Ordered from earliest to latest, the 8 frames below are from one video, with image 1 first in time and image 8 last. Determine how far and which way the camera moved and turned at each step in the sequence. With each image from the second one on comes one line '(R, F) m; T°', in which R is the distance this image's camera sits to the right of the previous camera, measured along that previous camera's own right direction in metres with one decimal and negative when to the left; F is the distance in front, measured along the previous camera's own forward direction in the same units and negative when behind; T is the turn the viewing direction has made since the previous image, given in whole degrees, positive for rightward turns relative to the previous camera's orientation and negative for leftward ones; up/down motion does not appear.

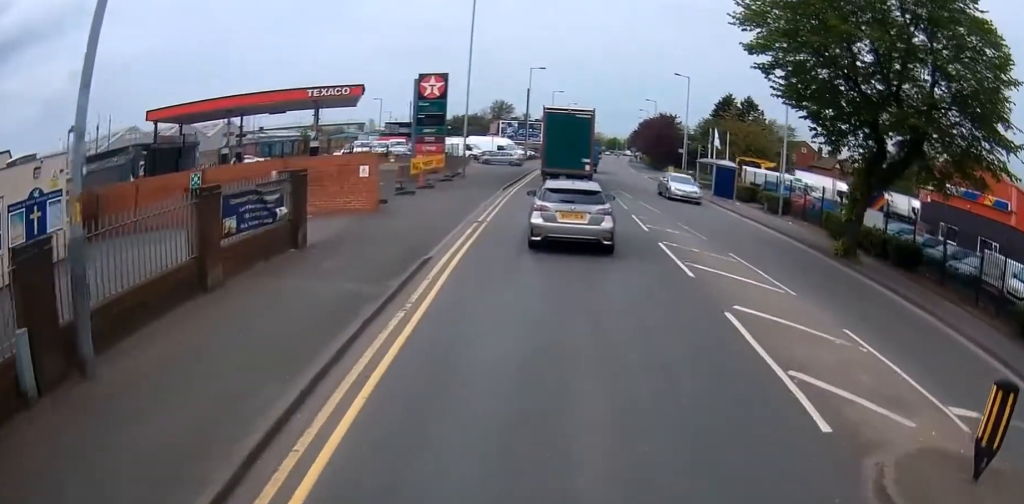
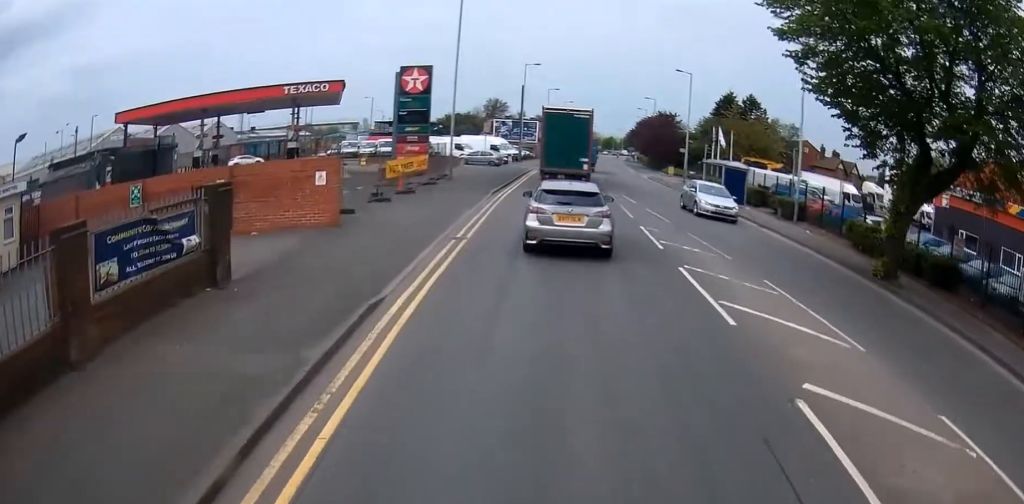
(0.0, +3.5) m; 0°
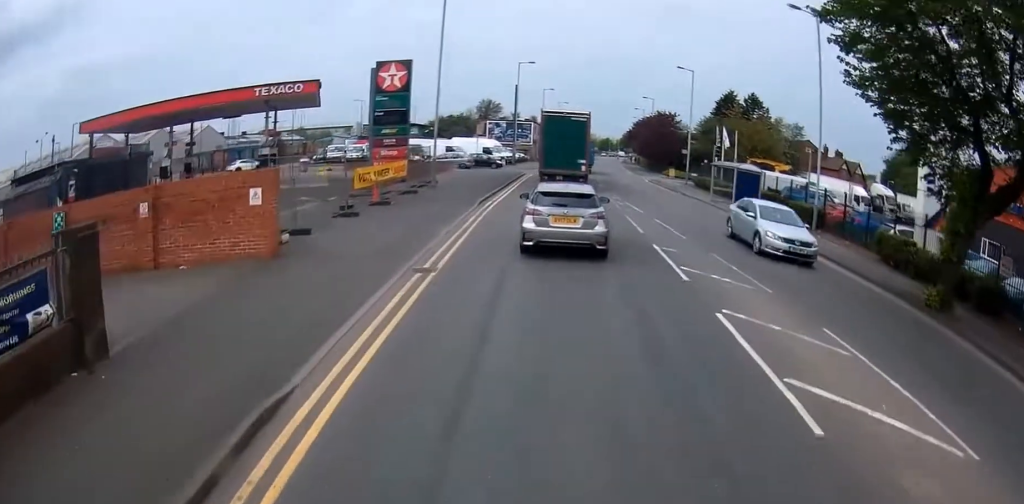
(0.0, +3.4) m; 0°
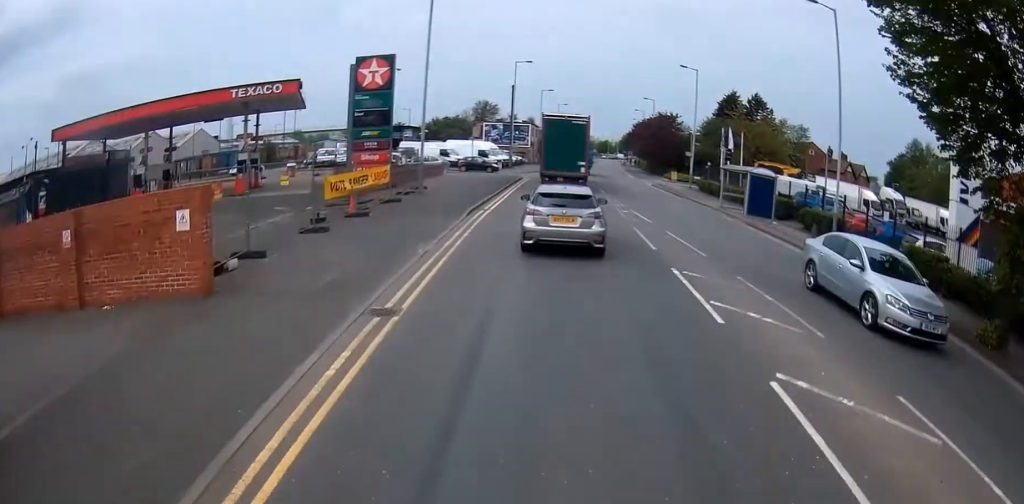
(0.0, +2.8) m; 0°
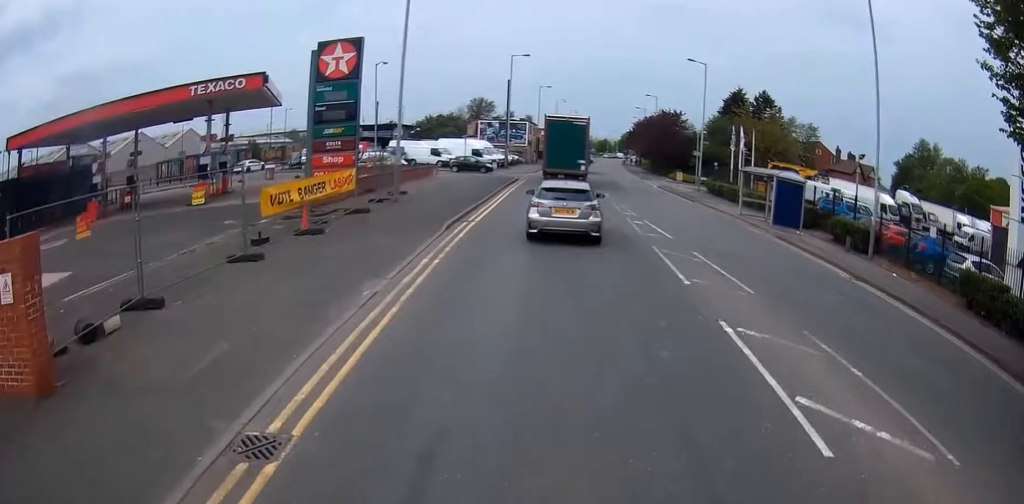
(0.0, +3.9) m; 0°
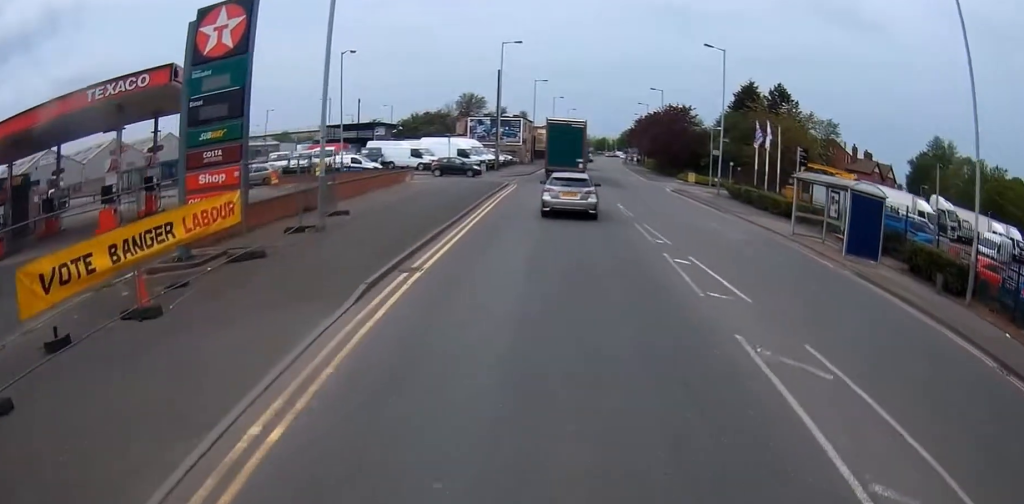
(+0.2, +7.4) m; +6°
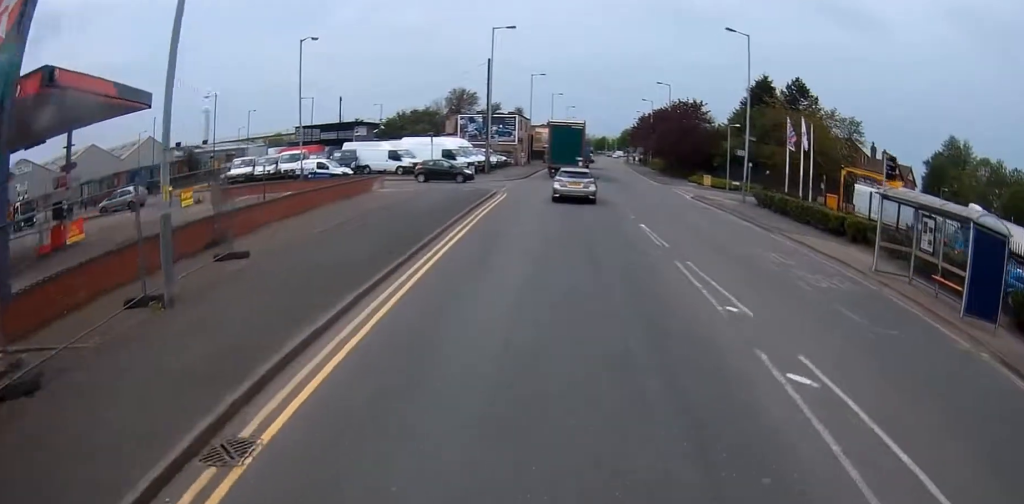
(+0.2, +6.8) m; 0°
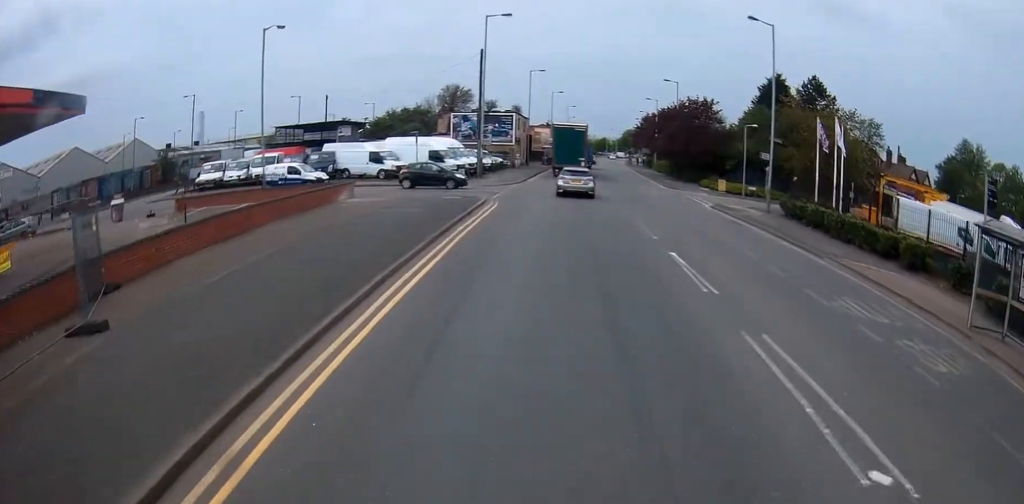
(0.0, +5.1) m; +1°
